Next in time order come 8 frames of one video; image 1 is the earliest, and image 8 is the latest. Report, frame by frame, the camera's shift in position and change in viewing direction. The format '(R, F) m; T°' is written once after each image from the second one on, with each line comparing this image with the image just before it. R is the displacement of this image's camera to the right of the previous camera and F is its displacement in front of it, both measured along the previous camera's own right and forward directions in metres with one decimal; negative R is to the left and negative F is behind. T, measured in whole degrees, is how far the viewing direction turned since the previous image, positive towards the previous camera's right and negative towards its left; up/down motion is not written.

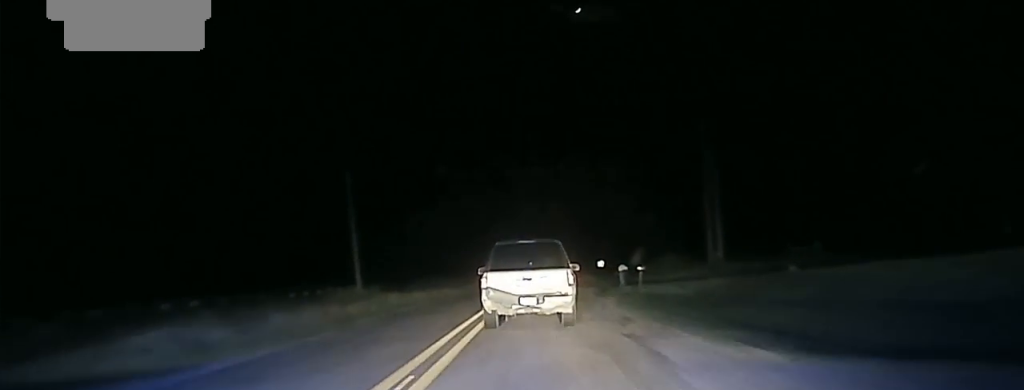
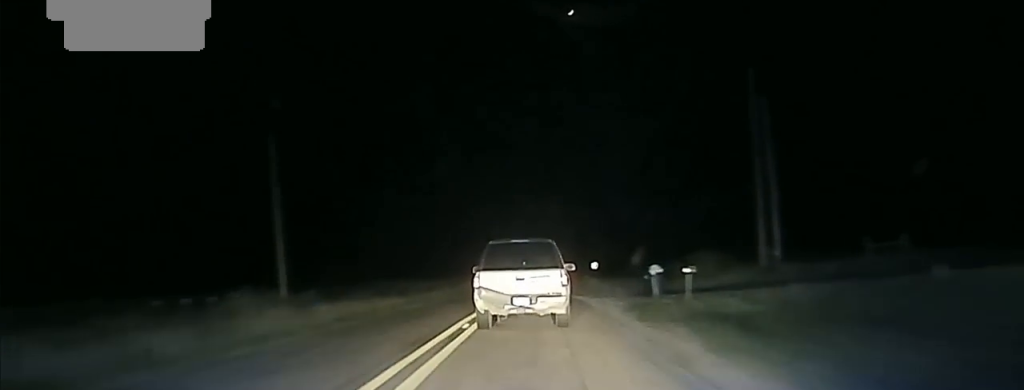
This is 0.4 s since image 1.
(-0.1, +18.9) m; 0°
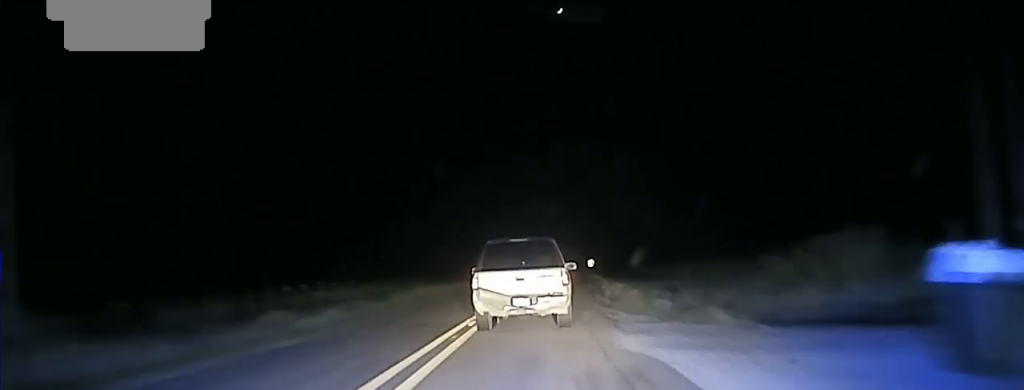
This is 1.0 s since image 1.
(+0.3, +23.5) m; +1°
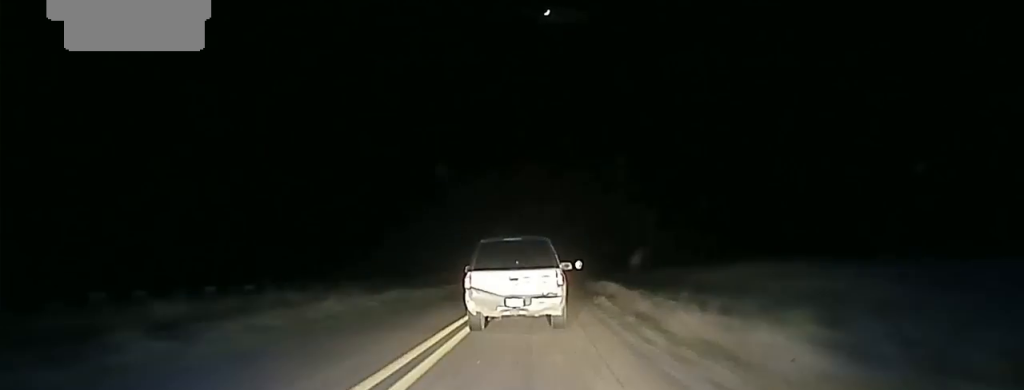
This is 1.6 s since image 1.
(+0.1, +21.7) m; +1°
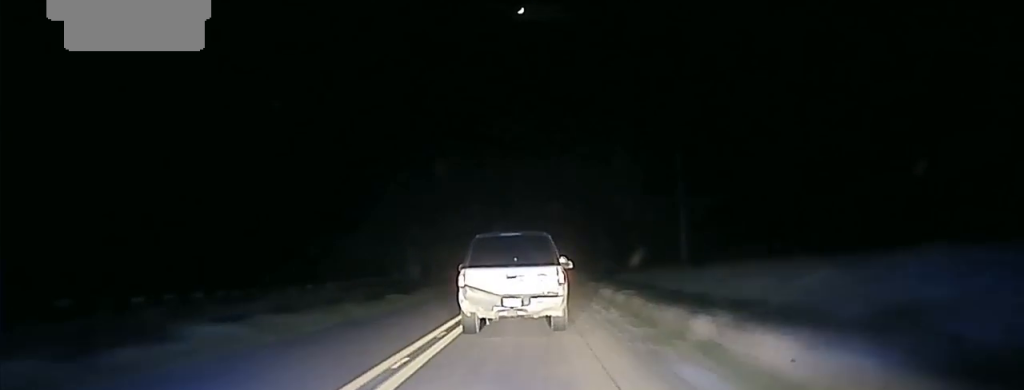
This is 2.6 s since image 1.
(+0.3, +37.5) m; +1°
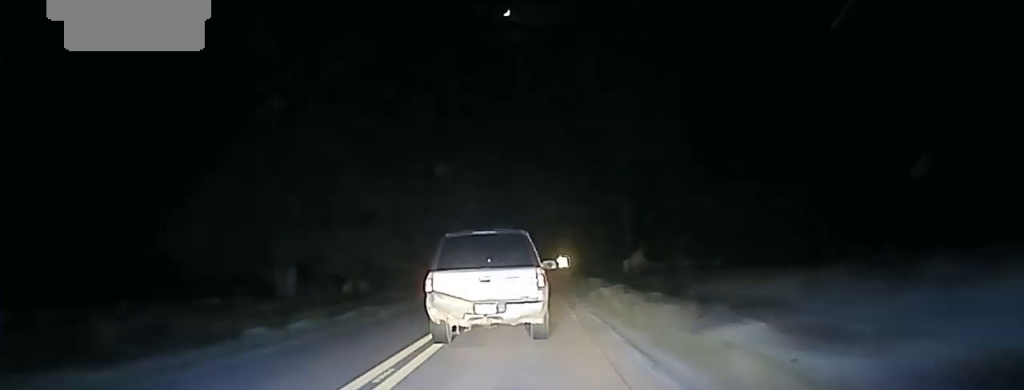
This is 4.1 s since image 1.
(+0.5, +50.0) m; +1°
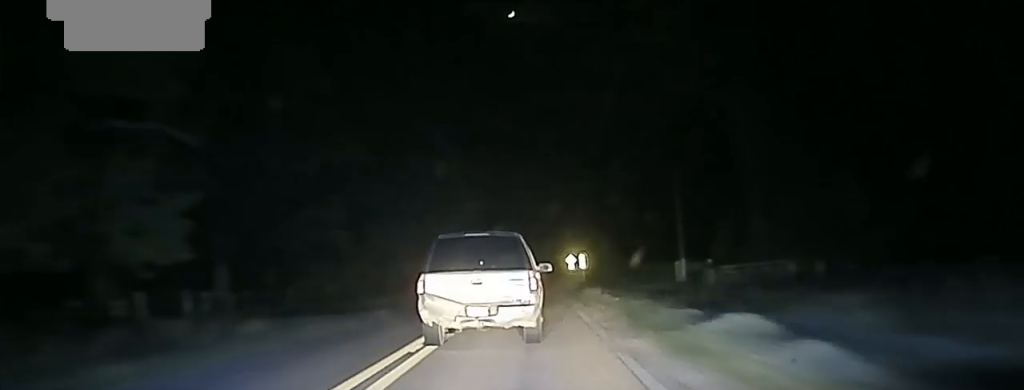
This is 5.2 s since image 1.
(-0.1, +36.4) m; 0°
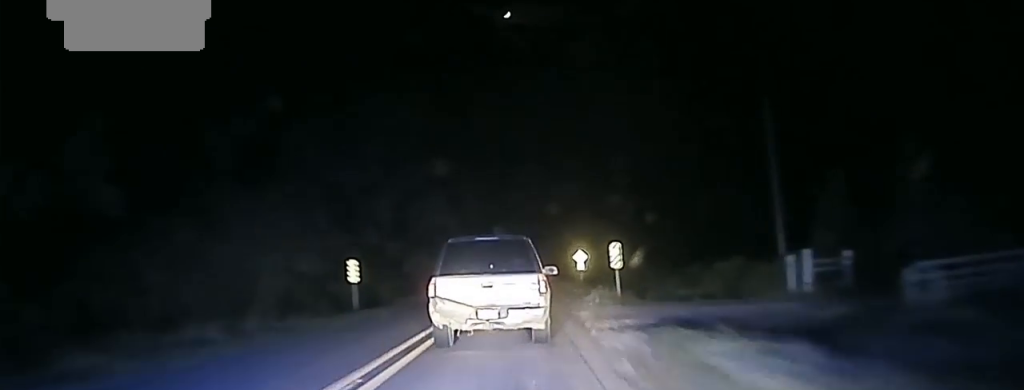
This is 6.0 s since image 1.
(+0.1, +27.7) m; 0°
